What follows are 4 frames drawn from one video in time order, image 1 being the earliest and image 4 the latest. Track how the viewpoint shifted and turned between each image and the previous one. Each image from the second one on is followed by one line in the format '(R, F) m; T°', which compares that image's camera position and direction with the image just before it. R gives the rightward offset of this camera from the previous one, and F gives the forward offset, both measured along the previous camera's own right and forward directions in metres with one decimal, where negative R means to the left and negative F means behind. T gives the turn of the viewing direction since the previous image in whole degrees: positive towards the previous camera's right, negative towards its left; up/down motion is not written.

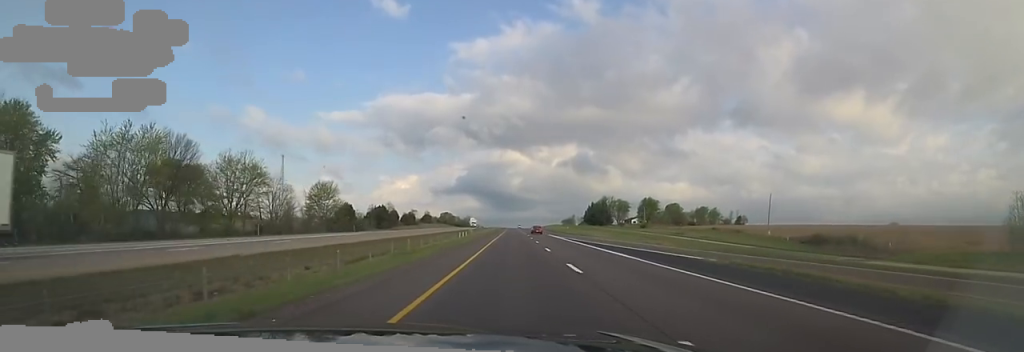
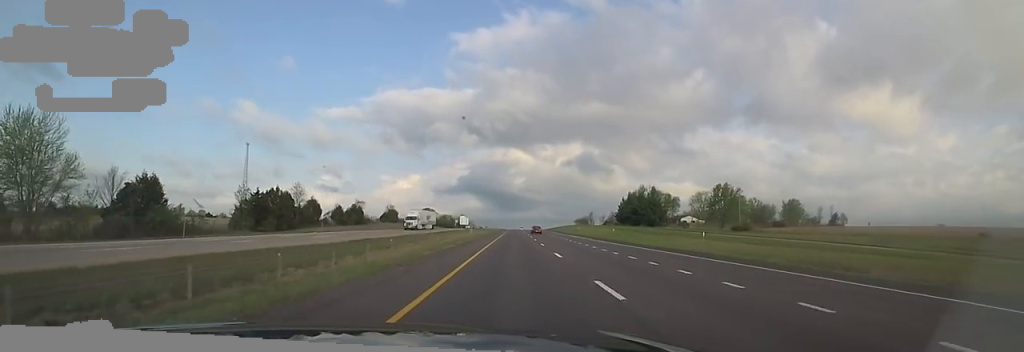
(-0.1, +78.9) m; +1°
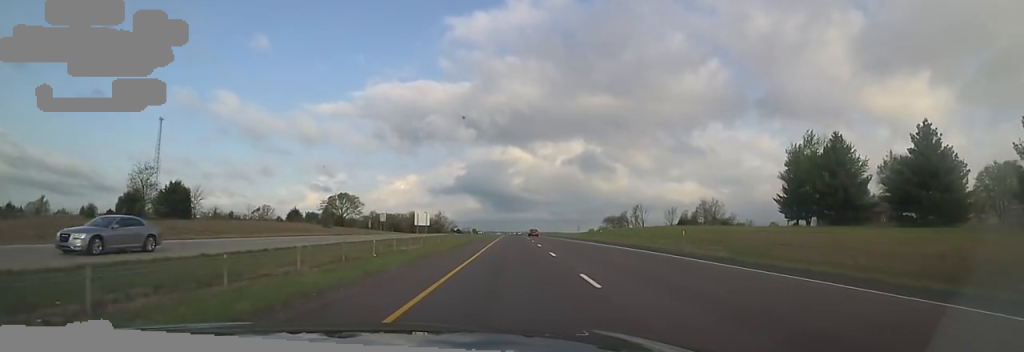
(-1.2, +120.1) m; +1°
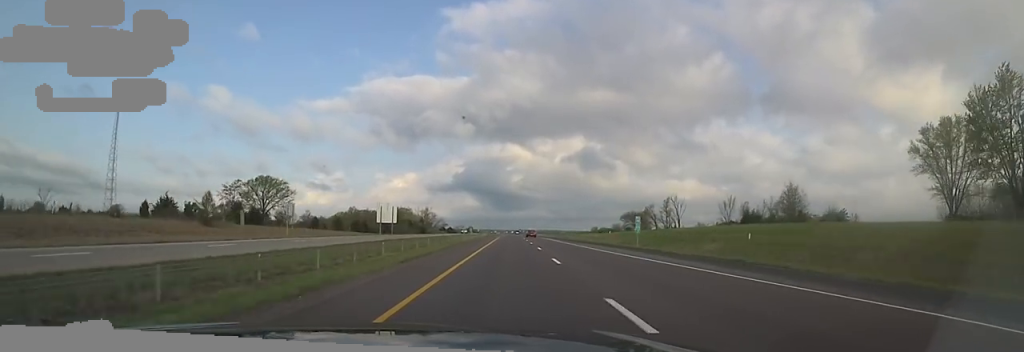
(-0.1, +41.5) m; -2°
